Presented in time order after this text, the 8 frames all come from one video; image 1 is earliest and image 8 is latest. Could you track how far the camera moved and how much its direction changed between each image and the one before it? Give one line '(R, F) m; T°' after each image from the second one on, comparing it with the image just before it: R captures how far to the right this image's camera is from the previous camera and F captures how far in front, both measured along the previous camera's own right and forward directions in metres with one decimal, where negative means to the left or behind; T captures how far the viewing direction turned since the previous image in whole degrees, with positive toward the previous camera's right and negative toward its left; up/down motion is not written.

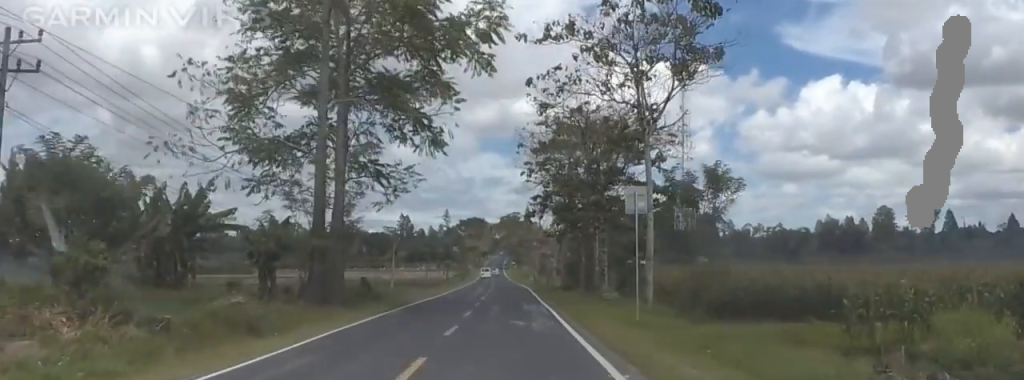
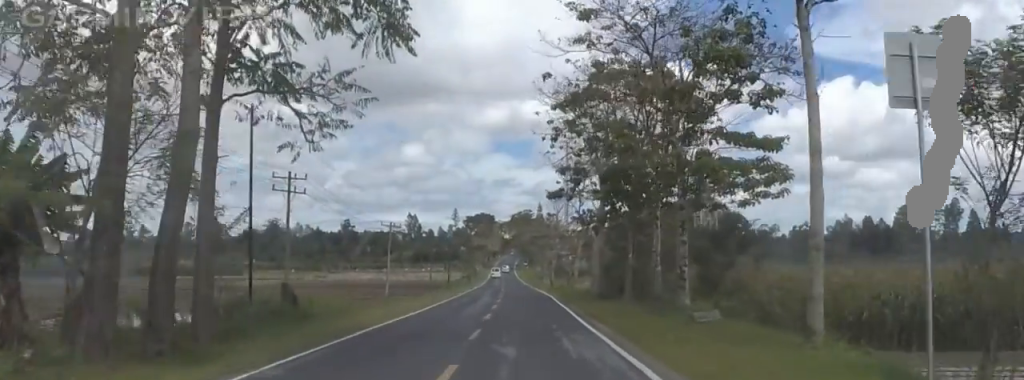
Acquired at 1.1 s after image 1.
(-0.6, +16.2) m; 0°
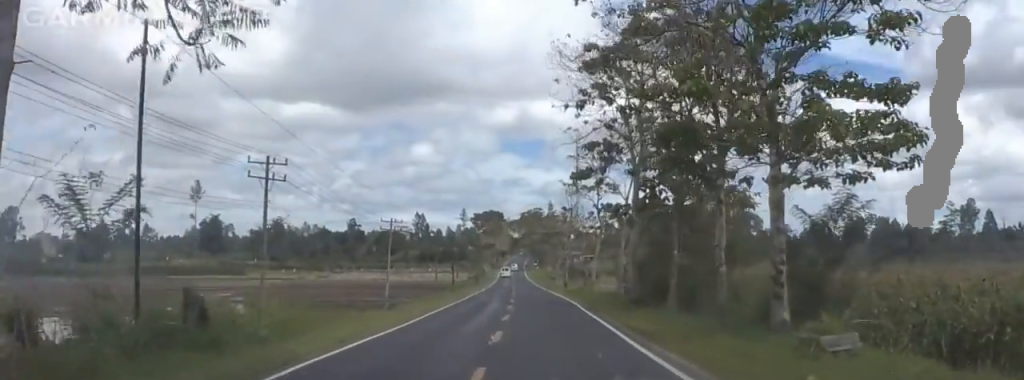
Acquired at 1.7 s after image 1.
(+0.5, +8.3) m; 0°
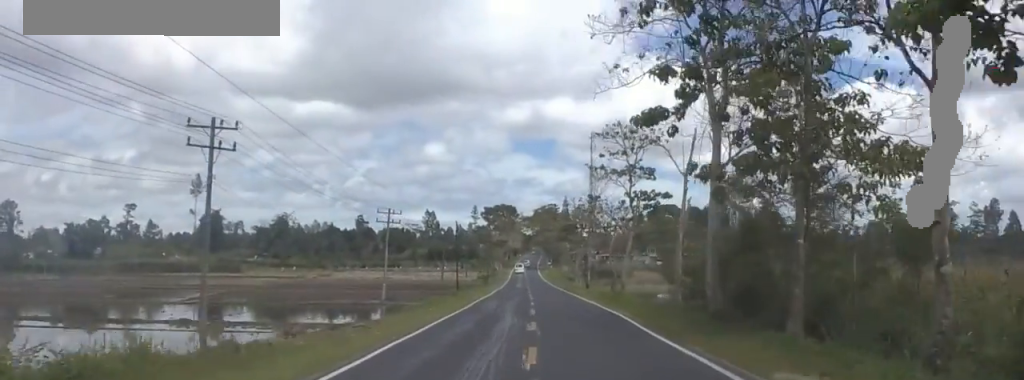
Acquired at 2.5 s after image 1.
(-0.4, +12.3) m; 0°
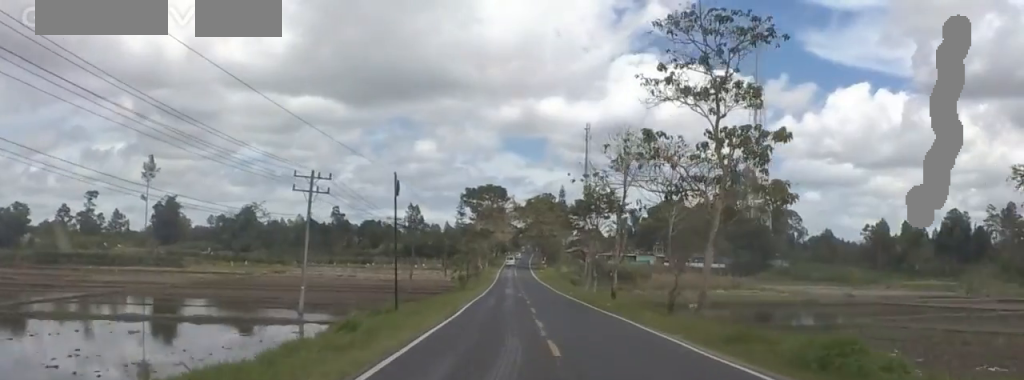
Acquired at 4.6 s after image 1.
(+2.0, +30.6) m; +2°
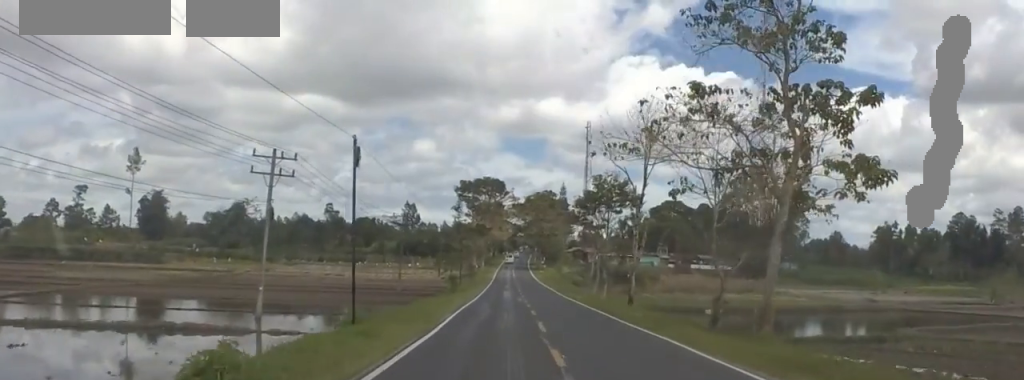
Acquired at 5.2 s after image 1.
(-0.4, +9.4) m; -2°
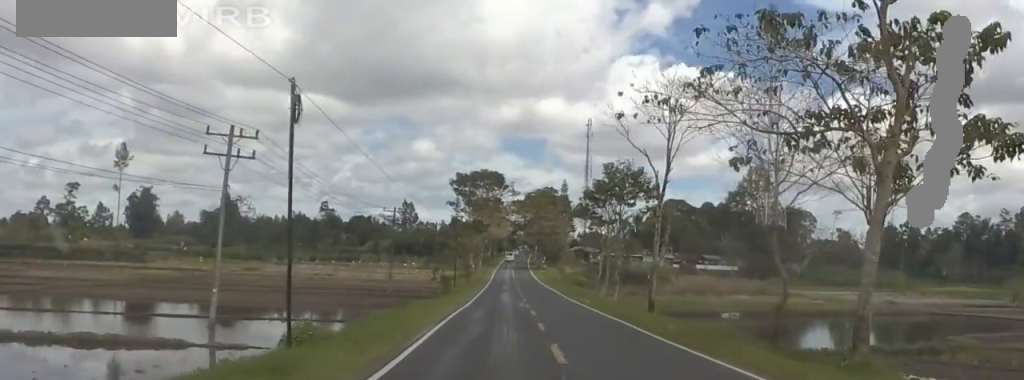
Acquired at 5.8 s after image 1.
(-1.0, +7.7) m; 0°
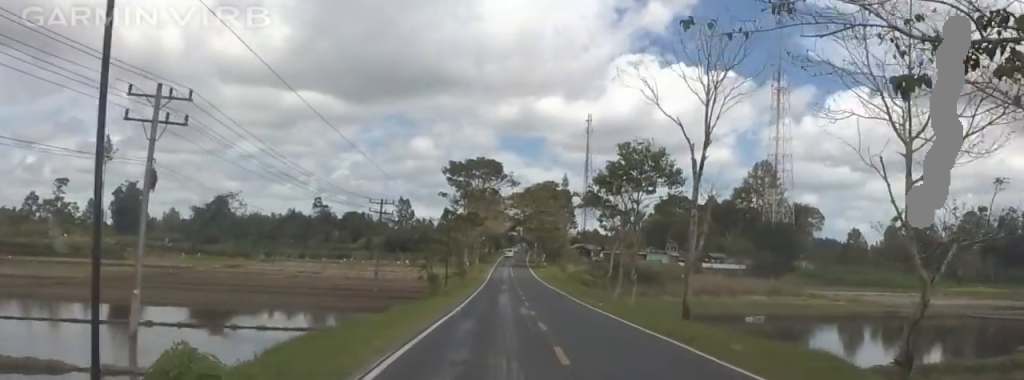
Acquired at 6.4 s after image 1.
(+0.6, +8.9) m; 0°
